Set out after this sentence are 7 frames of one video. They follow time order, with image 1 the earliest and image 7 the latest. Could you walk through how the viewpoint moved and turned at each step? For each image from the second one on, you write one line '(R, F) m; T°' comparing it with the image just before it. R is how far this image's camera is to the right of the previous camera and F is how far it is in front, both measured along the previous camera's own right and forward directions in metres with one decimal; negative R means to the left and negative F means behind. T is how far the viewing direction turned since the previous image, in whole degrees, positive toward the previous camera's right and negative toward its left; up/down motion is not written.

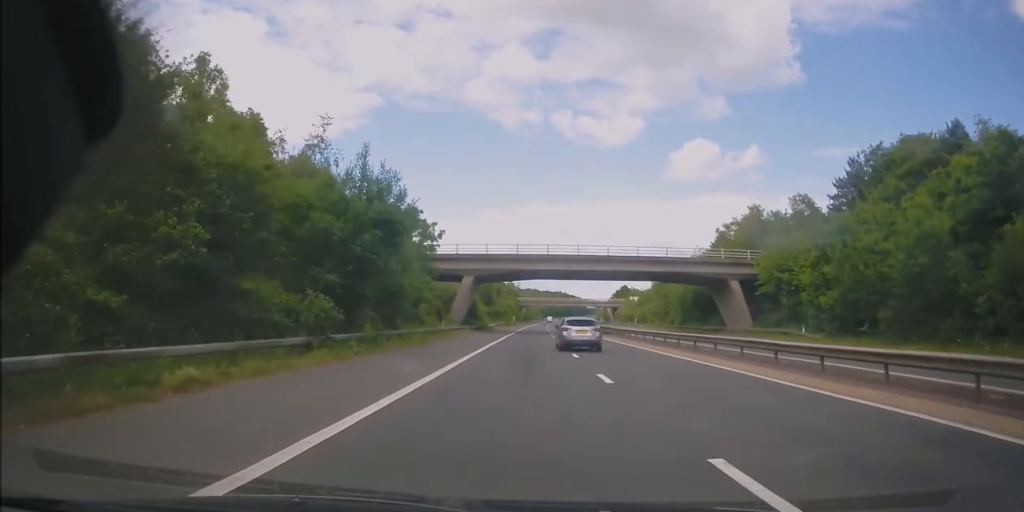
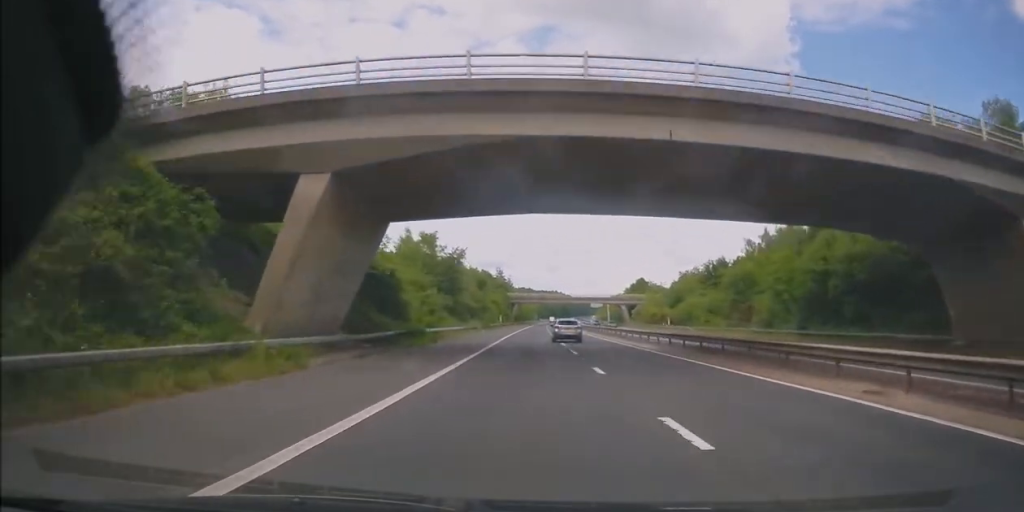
(0.0, +41.5) m; +1°
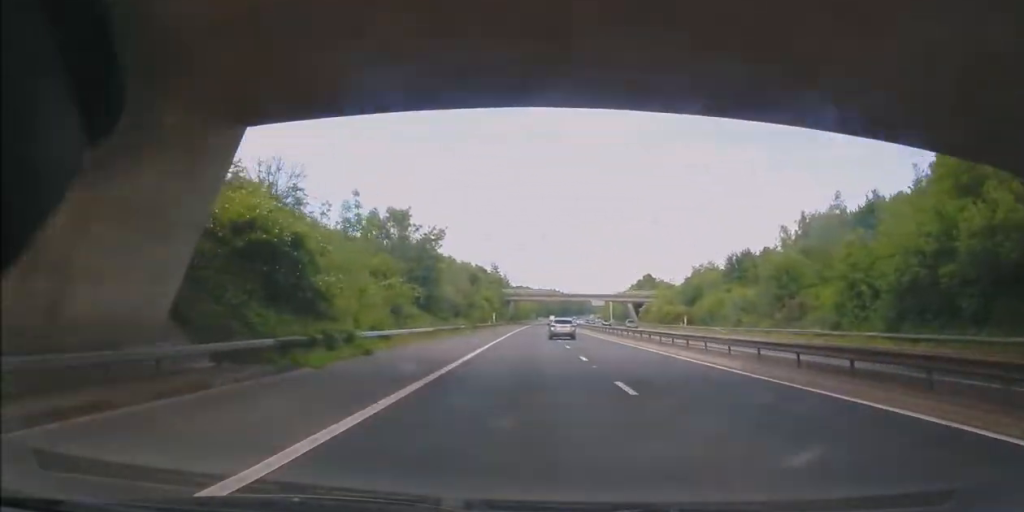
(+0.1, +13.5) m; 0°
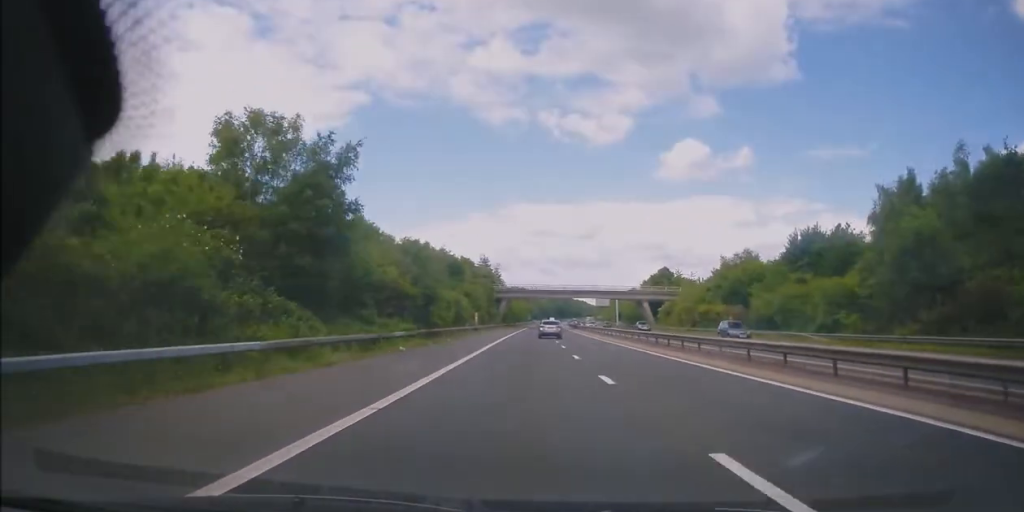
(+0.1, +24.7) m; 0°
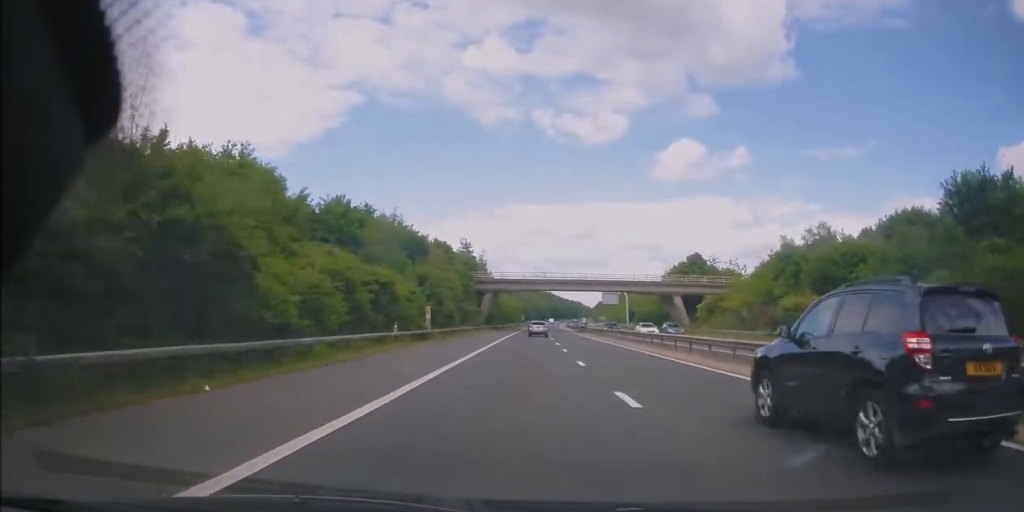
(-0.3, +30.3) m; 0°
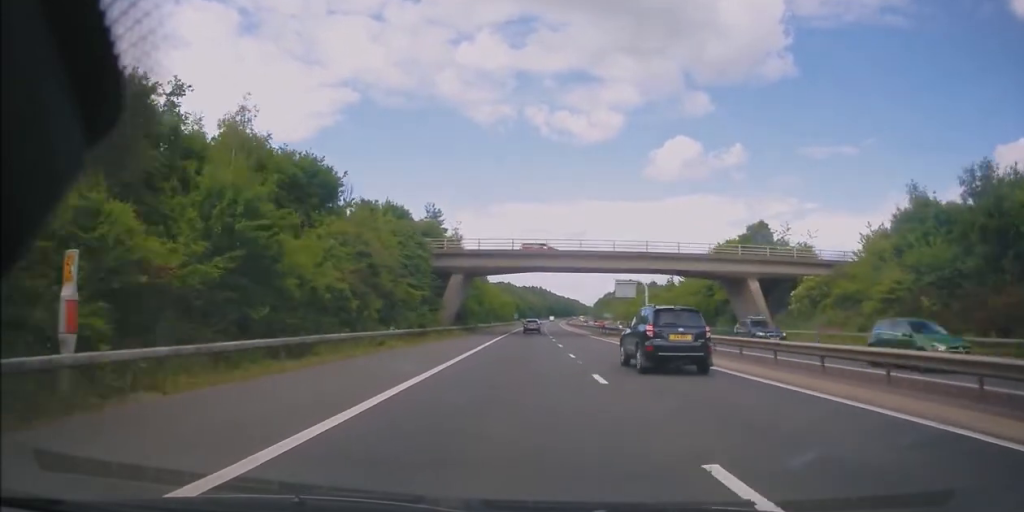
(+0.5, +33.1) m; +1°
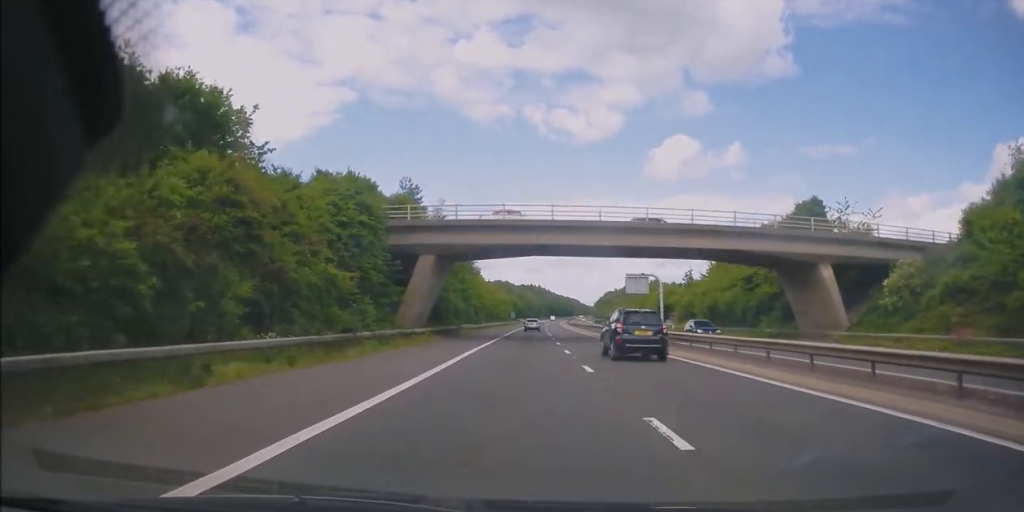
(-0.1, +15.3) m; 0°
